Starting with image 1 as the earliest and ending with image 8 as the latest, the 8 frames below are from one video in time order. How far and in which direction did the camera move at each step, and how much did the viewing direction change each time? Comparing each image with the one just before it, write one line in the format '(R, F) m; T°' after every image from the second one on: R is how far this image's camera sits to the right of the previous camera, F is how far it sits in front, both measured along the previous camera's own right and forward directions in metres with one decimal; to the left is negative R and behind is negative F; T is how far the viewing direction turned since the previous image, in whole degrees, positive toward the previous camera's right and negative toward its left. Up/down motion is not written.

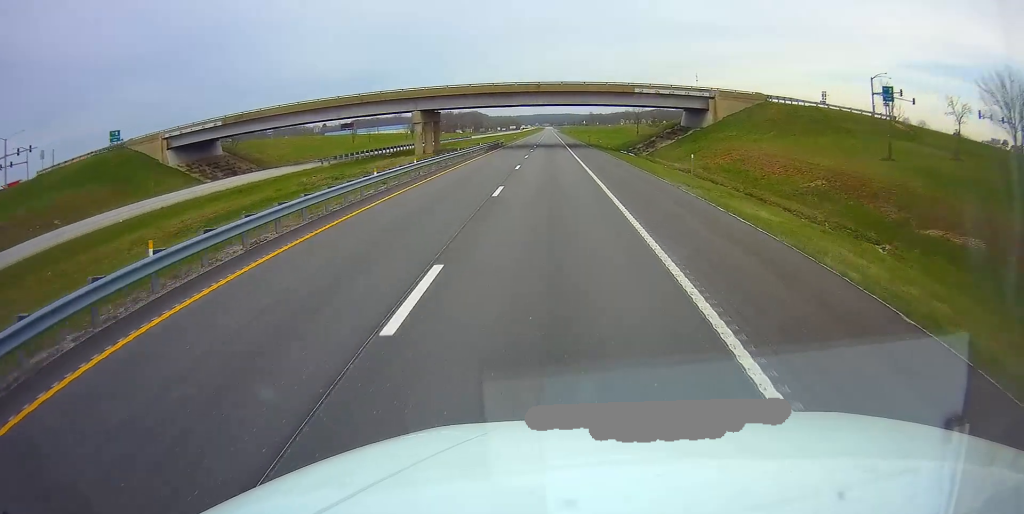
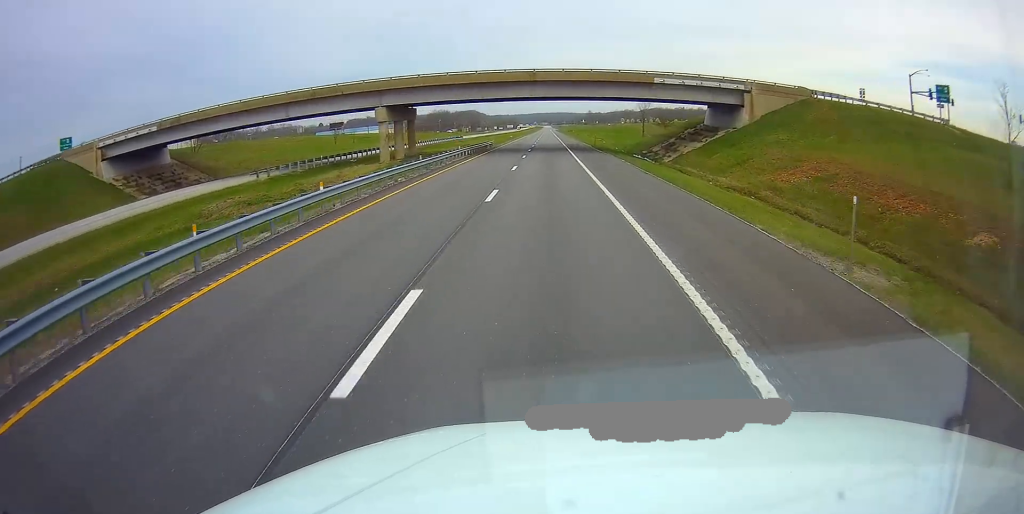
(0.0, +13.5) m; 0°
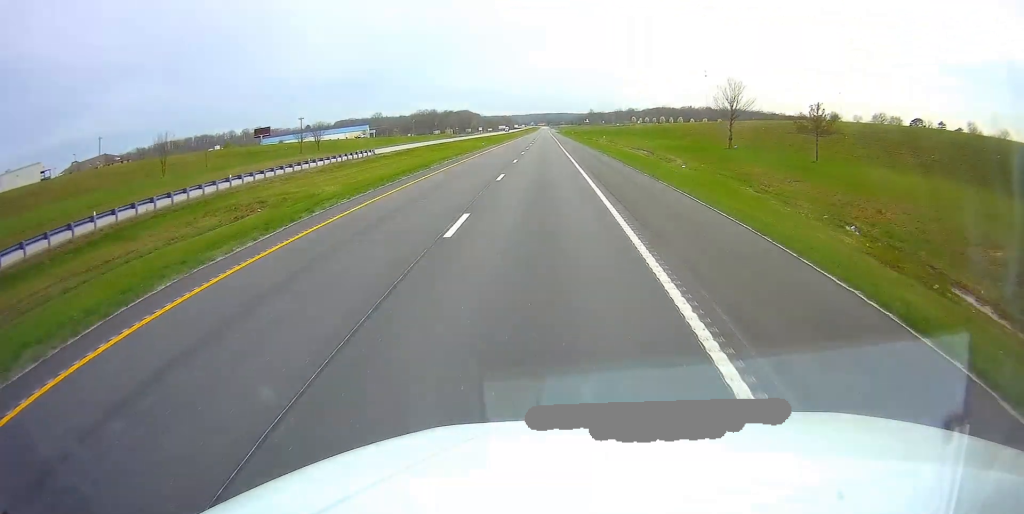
(+0.3, +78.8) m; 0°
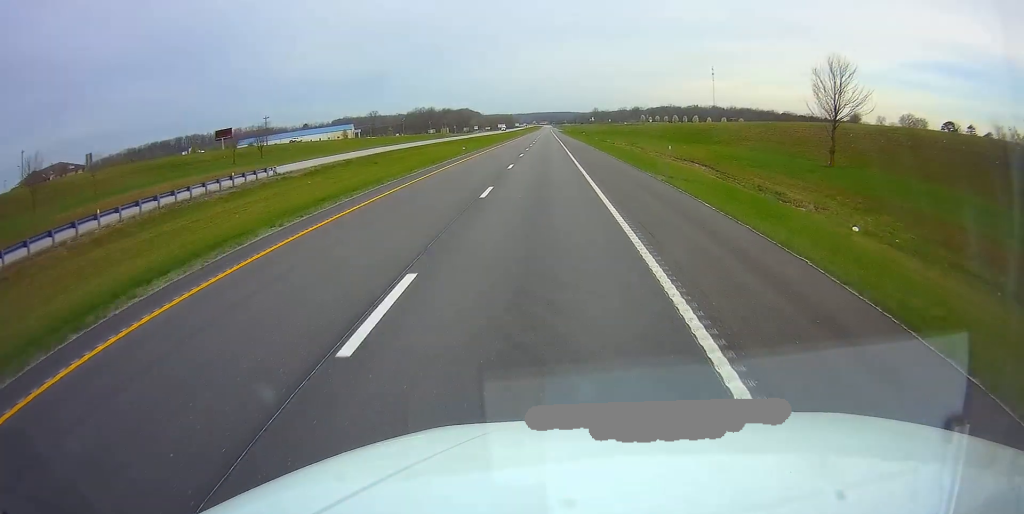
(-0.1, +30.3) m; 0°
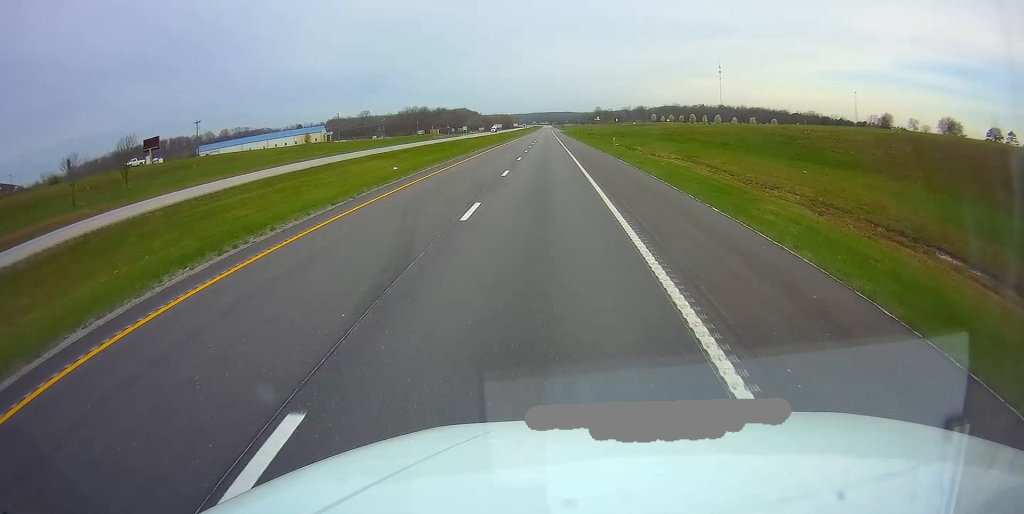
(-0.2, +40.5) m; 0°
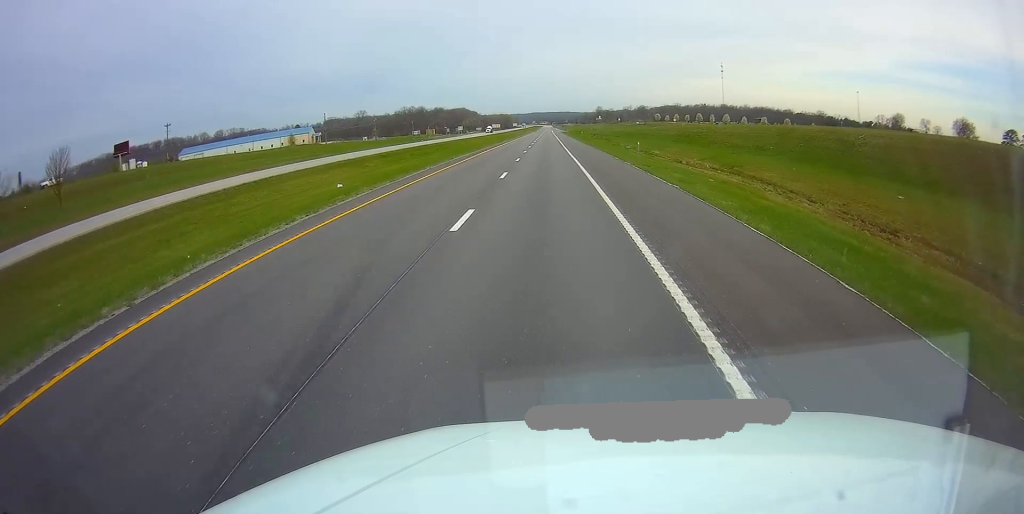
(-0.1, +13.5) m; 0°
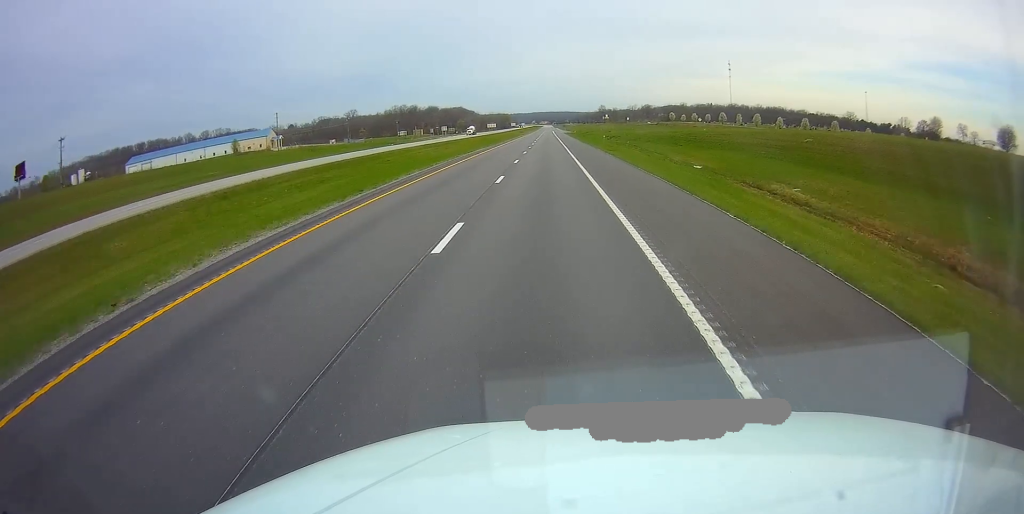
(+0.3, +38.3) m; 0°
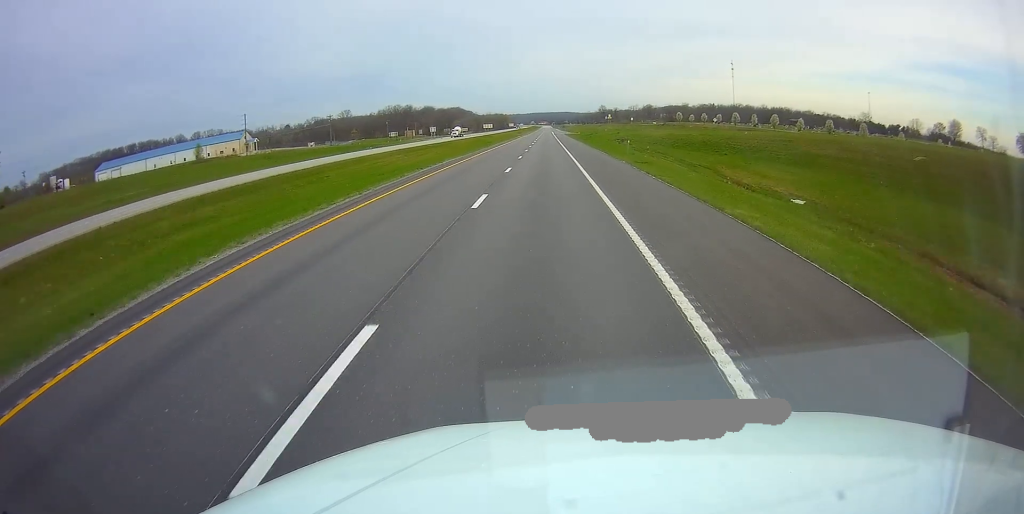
(0.0, +18.7) m; 0°
